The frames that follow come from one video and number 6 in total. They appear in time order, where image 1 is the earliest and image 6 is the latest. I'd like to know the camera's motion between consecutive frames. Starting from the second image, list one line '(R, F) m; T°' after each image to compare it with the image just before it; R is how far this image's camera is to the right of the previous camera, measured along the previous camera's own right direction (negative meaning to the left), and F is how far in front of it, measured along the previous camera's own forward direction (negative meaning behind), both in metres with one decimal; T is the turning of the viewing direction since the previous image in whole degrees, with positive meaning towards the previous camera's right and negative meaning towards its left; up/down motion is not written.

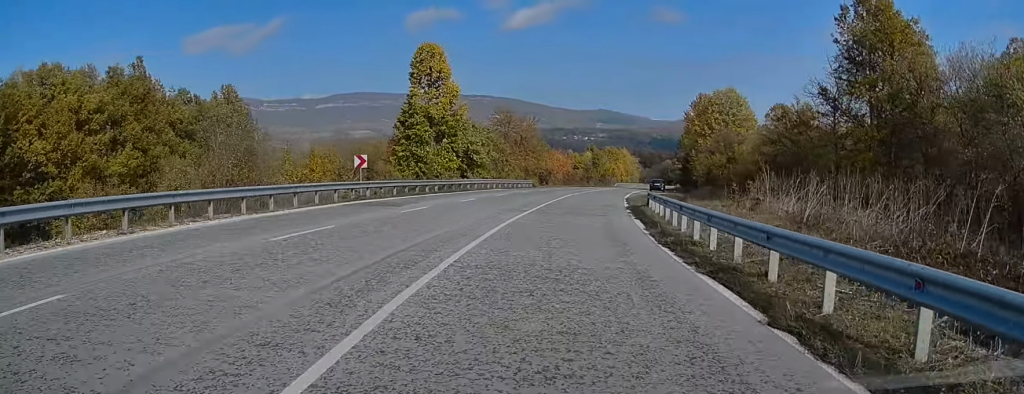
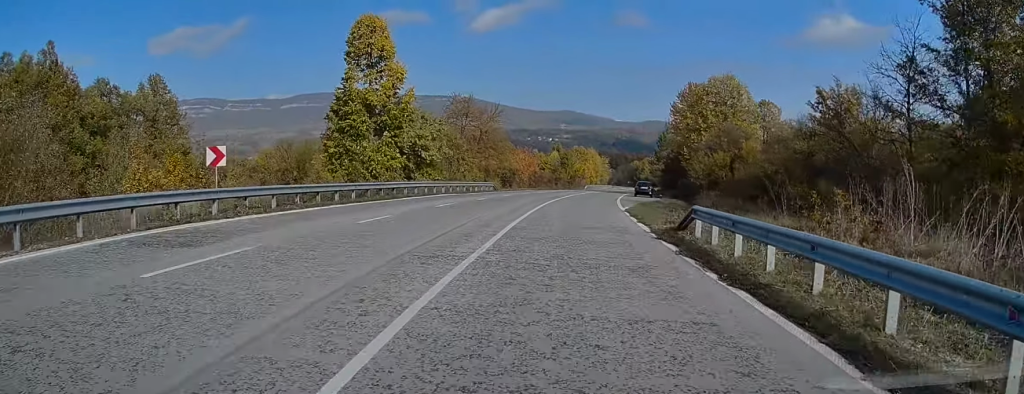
(+0.2, +13.6) m; +2°
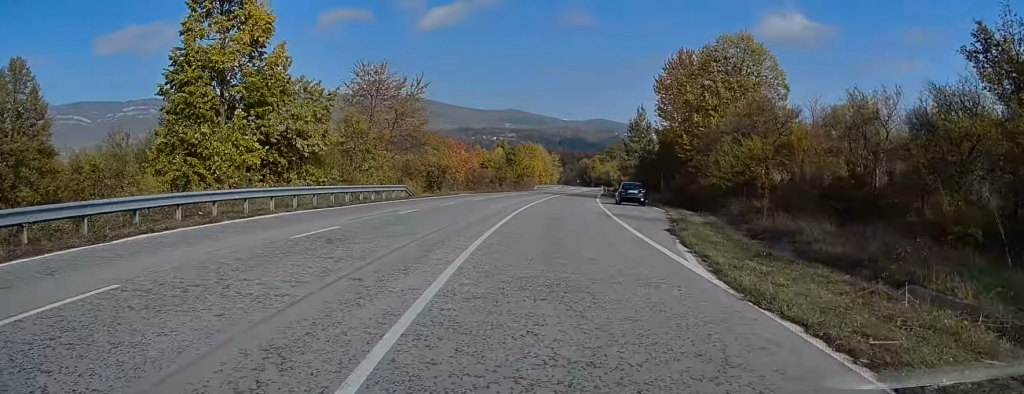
(+0.8, +20.8) m; +4°
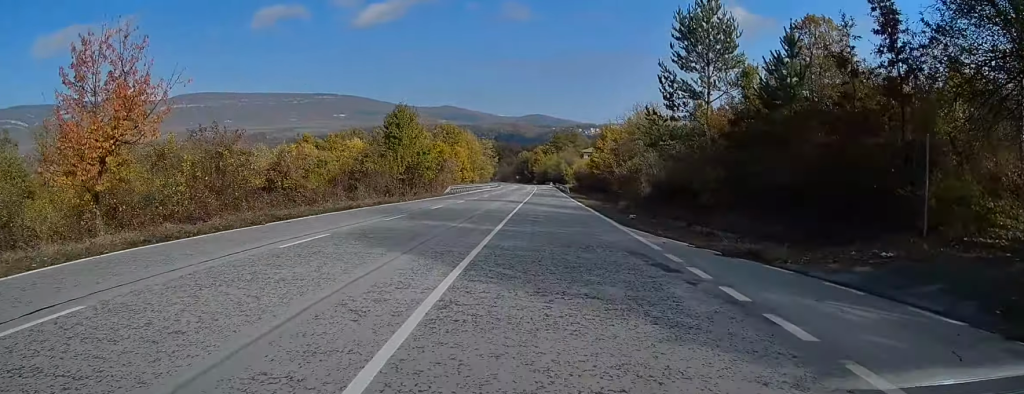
(+3.7, +54.2) m; +7°
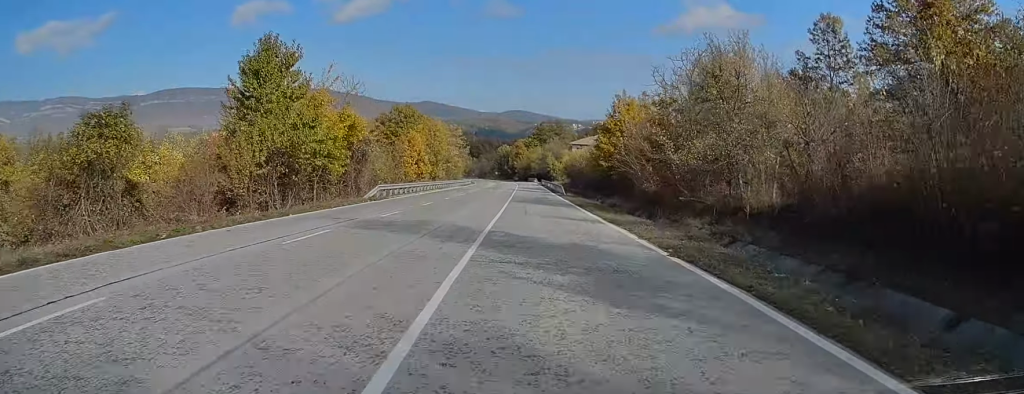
(+0.3, +26.3) m; +2°
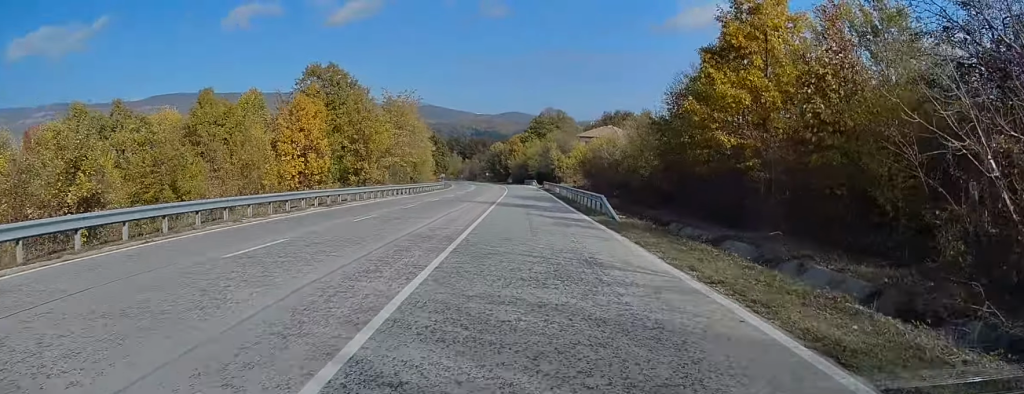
(+0.8, +36.8) m; +2°
